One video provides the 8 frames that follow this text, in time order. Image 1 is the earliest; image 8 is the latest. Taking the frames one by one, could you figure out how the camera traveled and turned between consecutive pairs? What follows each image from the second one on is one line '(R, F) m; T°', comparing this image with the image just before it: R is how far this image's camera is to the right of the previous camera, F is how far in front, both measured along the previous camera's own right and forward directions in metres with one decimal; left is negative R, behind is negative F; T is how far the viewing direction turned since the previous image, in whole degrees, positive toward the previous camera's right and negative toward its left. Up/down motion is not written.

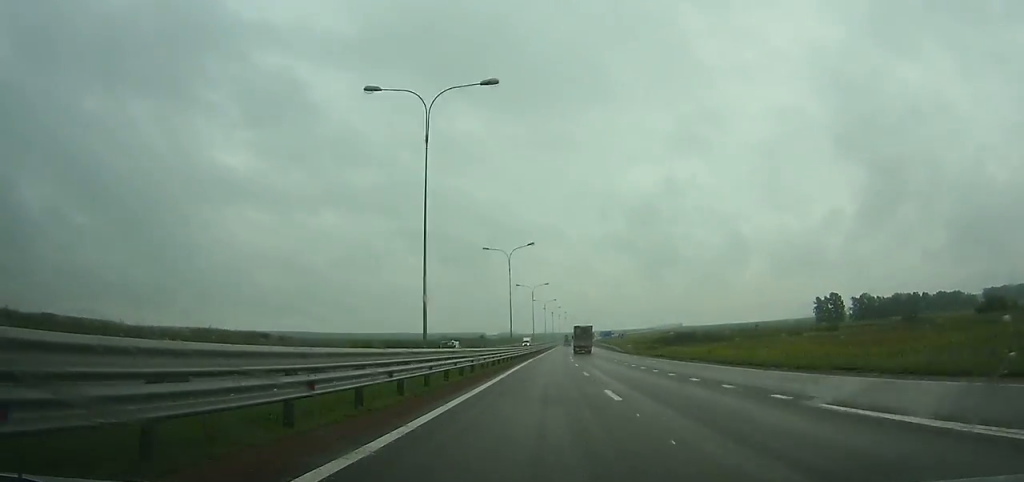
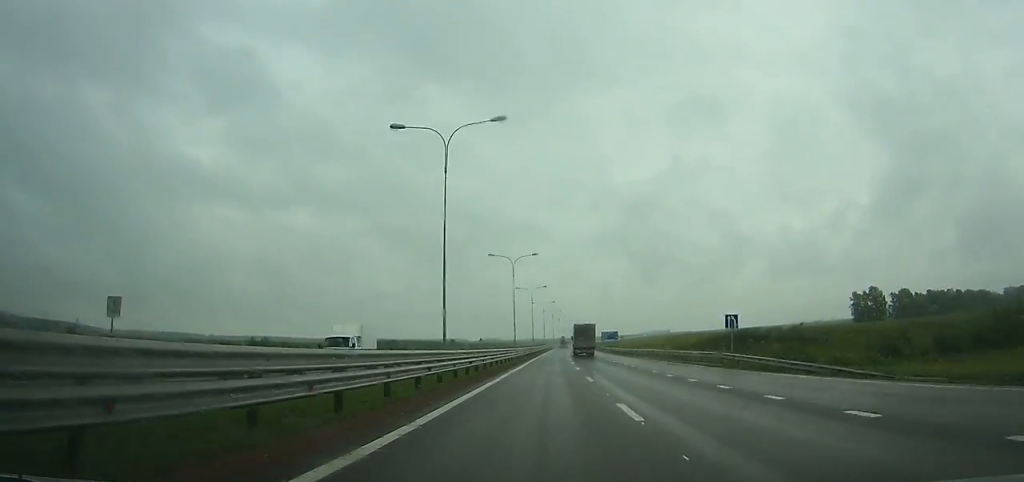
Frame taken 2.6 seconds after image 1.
(+1.3, +75.8) m; +2°
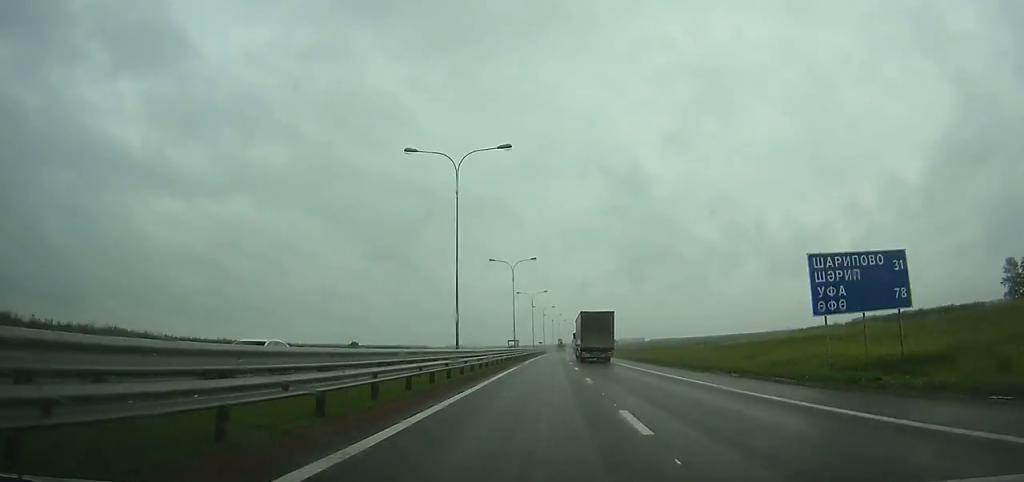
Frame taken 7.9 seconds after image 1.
(+4.3, +154.2) m; +3°
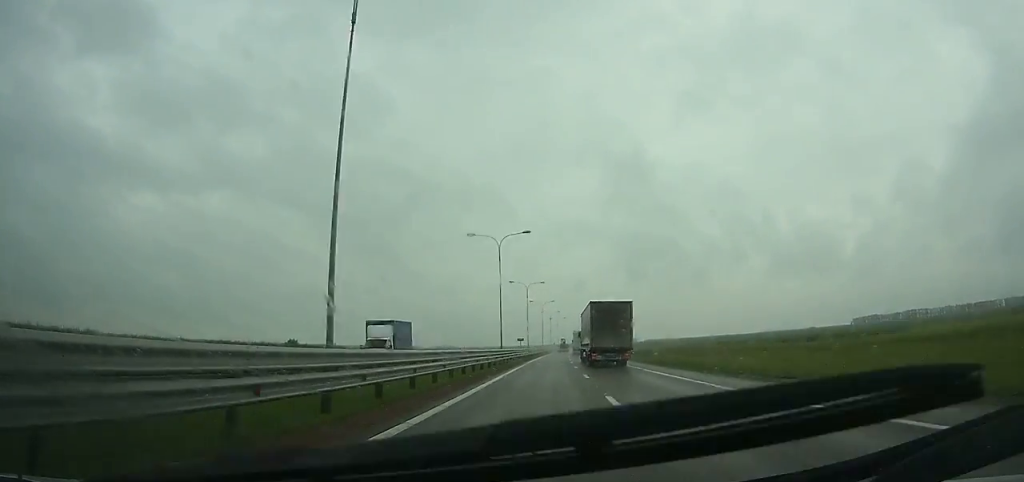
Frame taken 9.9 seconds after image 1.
(+0.6, +57.8) m; +1°
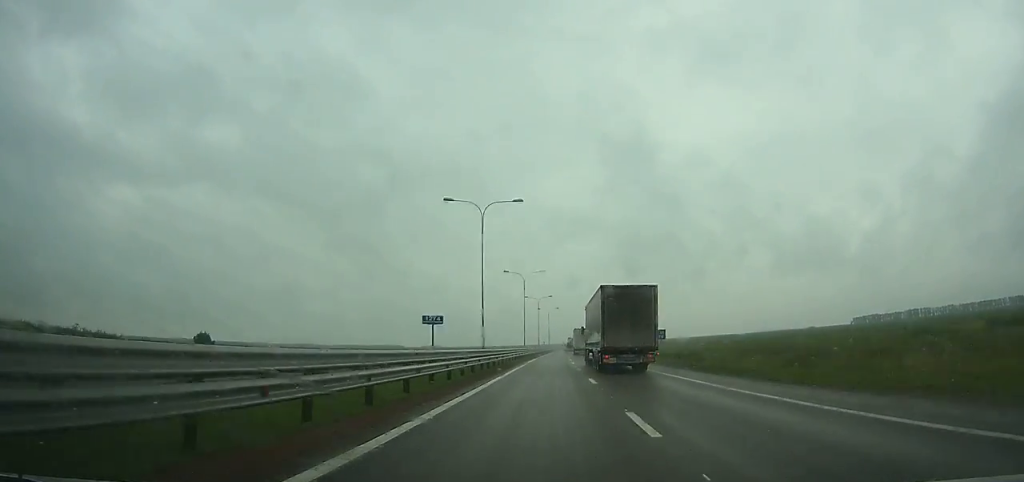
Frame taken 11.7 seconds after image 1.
(+0.5, +51.9) m; +1°
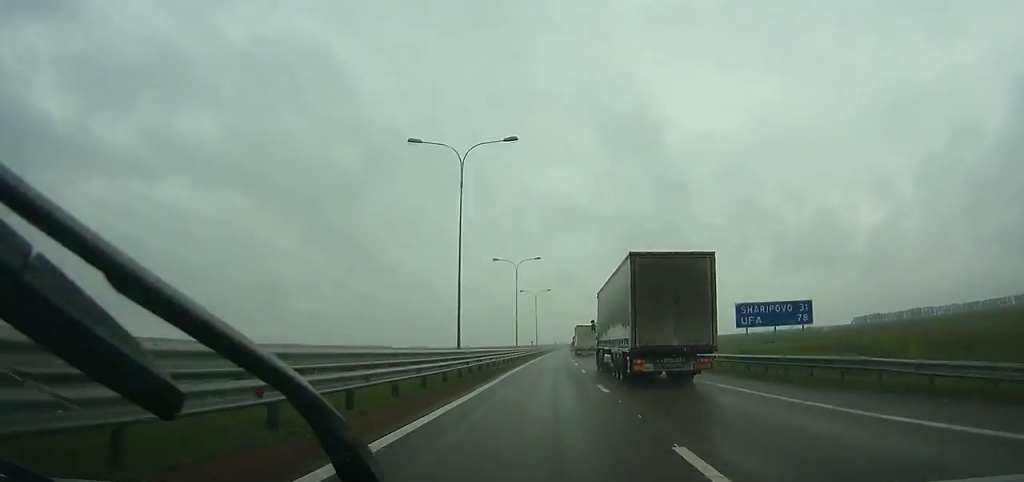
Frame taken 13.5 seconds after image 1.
(+0.5, +51.6) m; +1°
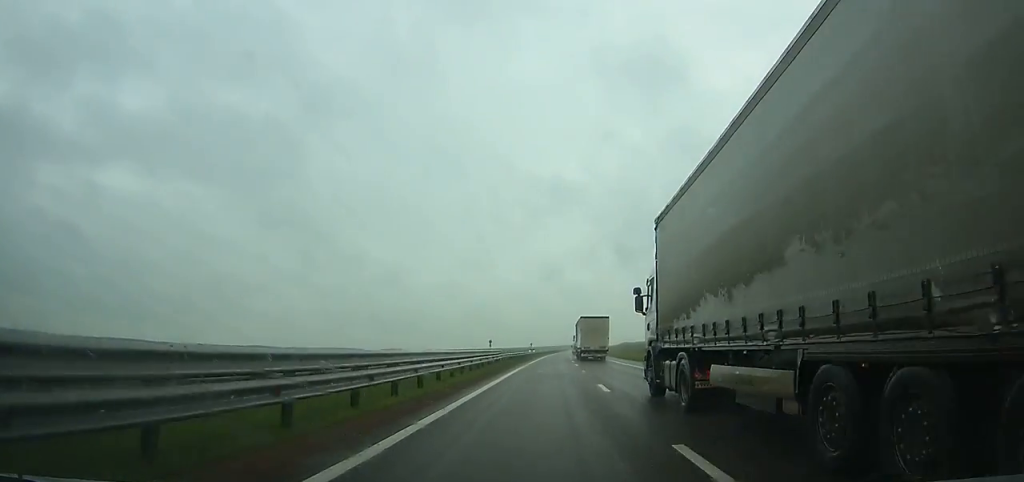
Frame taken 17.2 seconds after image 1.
(+1.8, +105.7) m; +2°
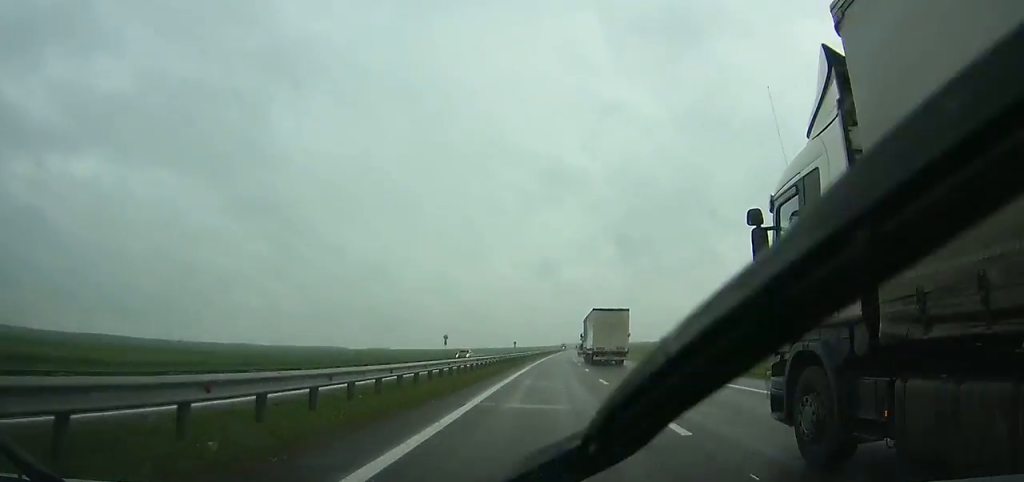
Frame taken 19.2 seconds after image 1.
(+0.5, +56.8) m; +1°
